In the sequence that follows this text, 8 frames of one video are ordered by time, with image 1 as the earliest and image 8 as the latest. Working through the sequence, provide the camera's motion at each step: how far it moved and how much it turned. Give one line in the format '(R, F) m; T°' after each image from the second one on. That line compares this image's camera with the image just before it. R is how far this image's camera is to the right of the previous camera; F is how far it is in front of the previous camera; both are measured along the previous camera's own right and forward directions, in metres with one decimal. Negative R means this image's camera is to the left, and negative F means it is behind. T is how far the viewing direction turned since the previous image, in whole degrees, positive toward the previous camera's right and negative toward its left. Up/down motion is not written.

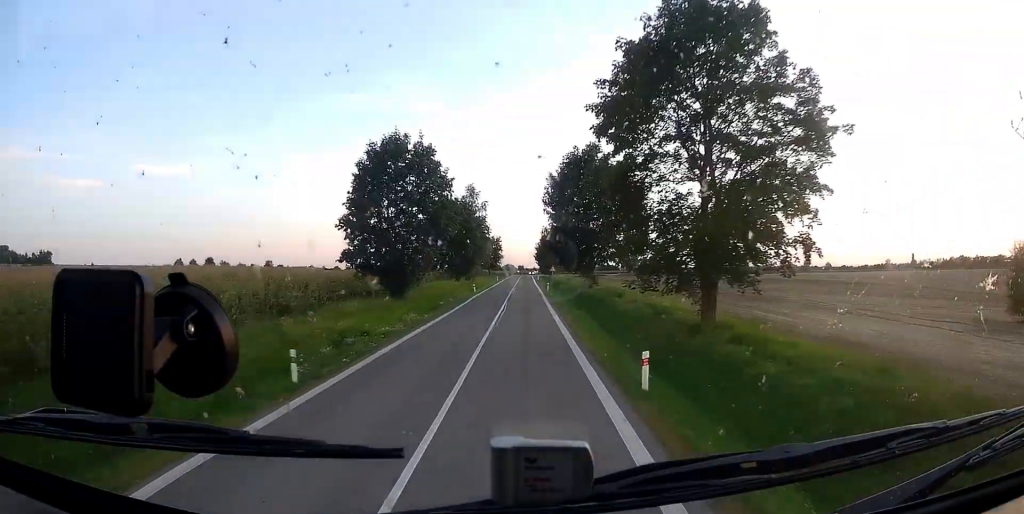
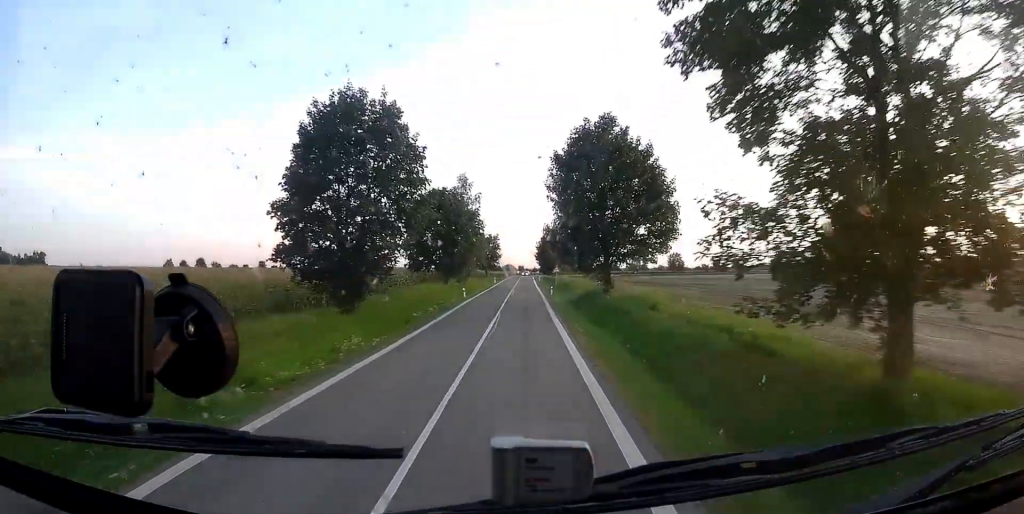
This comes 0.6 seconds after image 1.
(-0.1, +10.2) m; 0°
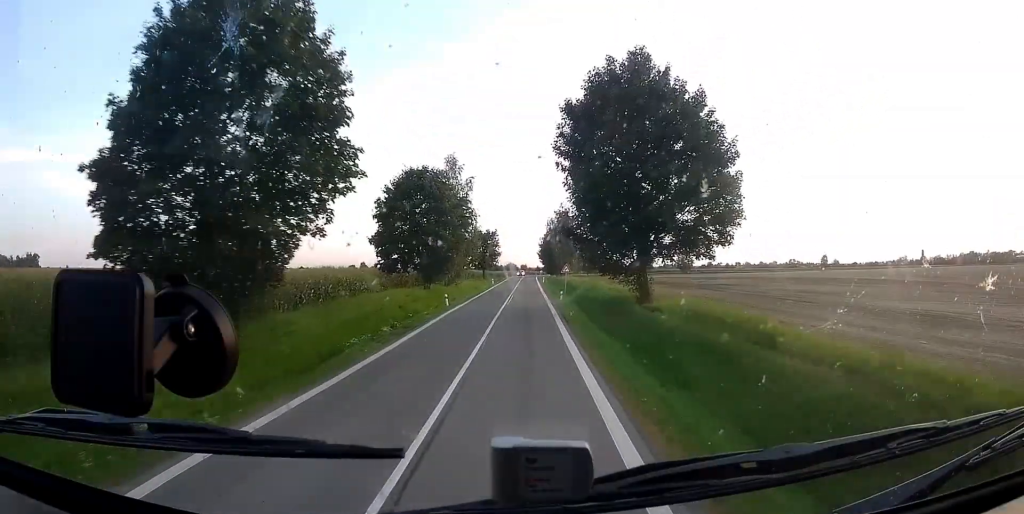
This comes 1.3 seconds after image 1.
(-0.1, +12.3) m; 0°
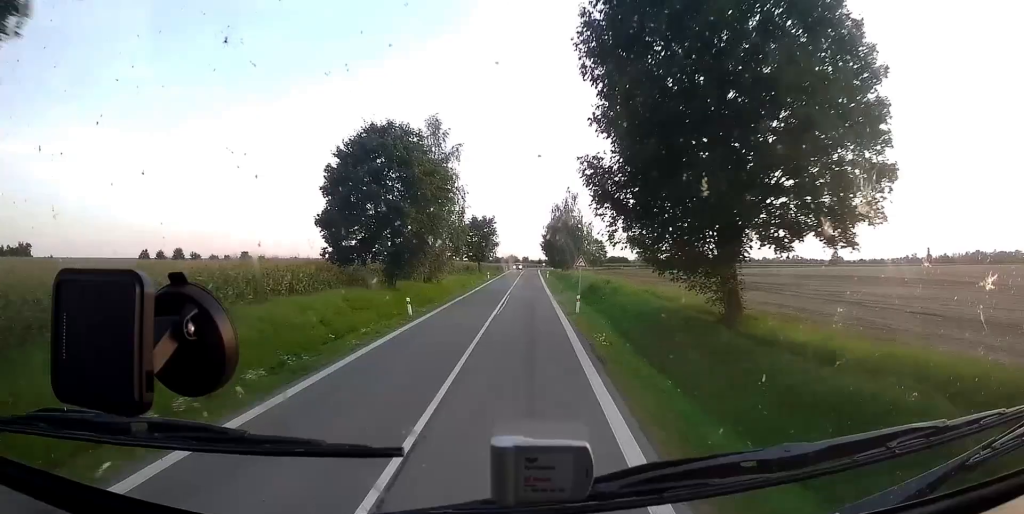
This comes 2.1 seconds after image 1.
(+0.1, +13.0) m; +2°
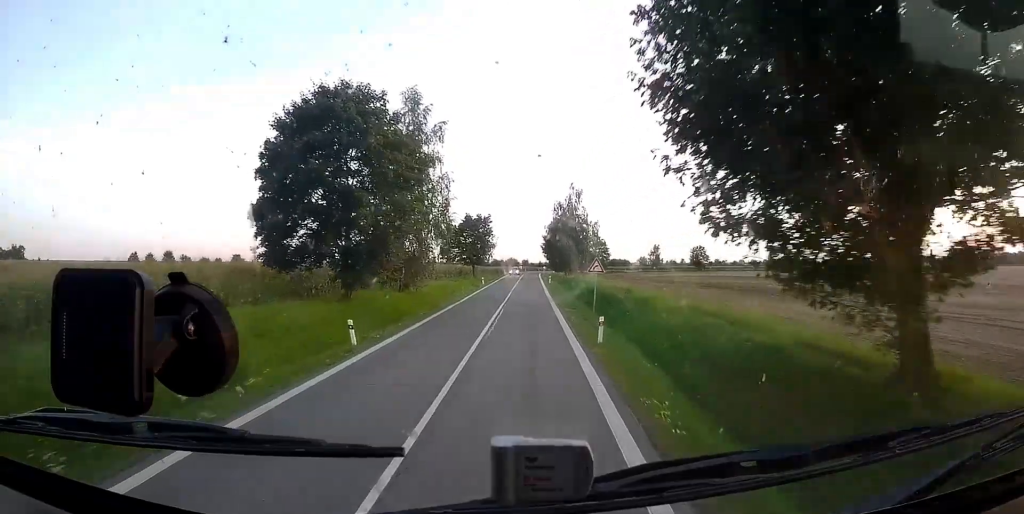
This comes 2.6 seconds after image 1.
(+0.1, +8.8) m; 0°
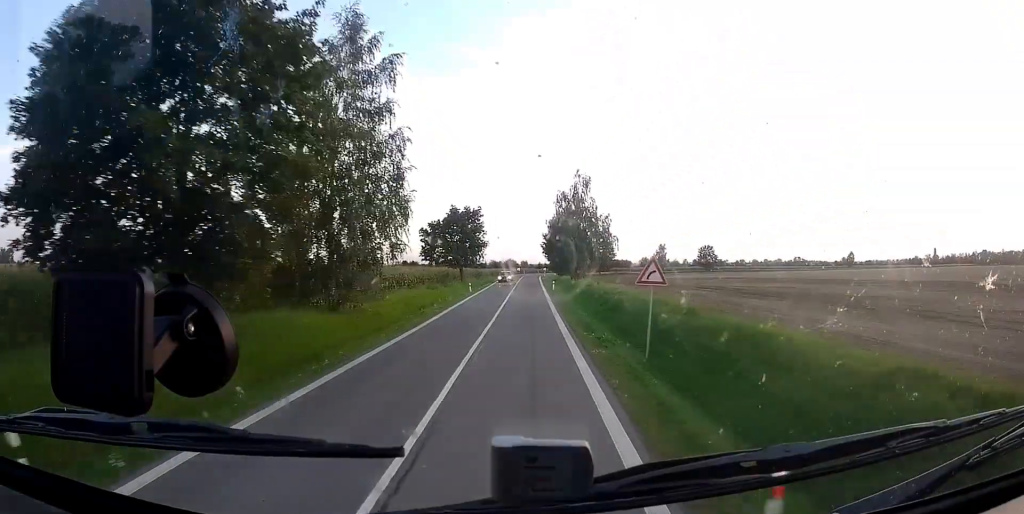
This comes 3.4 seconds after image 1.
(0.0, +13.6) m; -1°
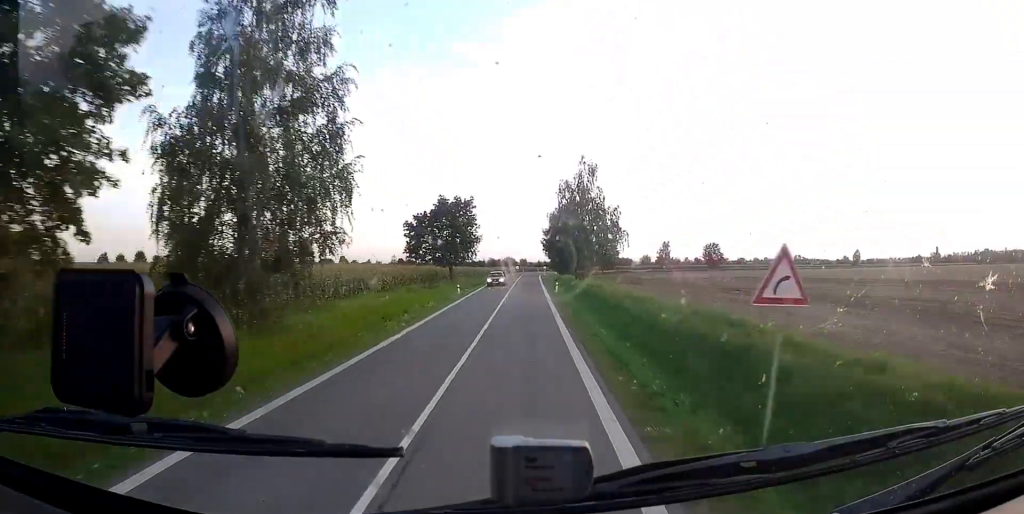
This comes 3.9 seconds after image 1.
(-0.3, +8.1) m; 0°
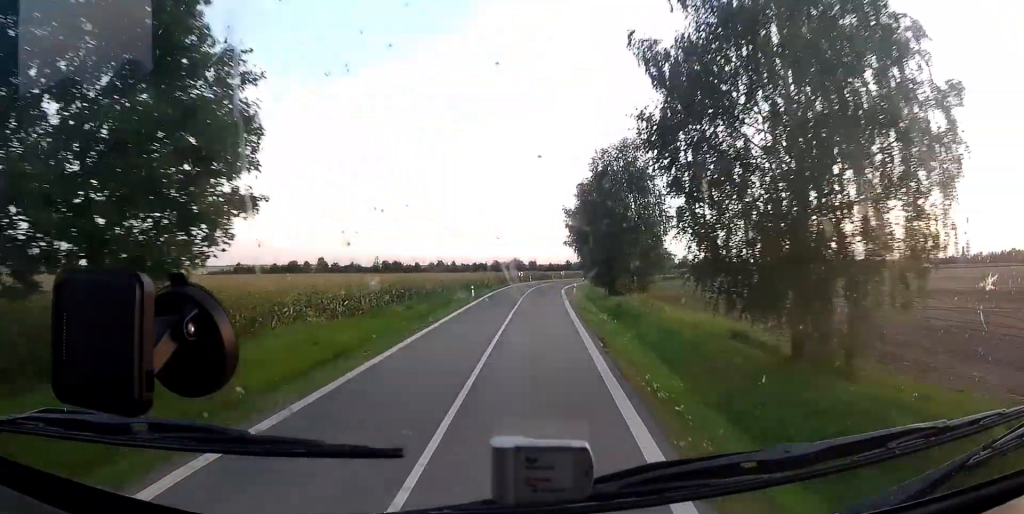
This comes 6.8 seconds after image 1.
(0.0, +51.8) m; 0°
